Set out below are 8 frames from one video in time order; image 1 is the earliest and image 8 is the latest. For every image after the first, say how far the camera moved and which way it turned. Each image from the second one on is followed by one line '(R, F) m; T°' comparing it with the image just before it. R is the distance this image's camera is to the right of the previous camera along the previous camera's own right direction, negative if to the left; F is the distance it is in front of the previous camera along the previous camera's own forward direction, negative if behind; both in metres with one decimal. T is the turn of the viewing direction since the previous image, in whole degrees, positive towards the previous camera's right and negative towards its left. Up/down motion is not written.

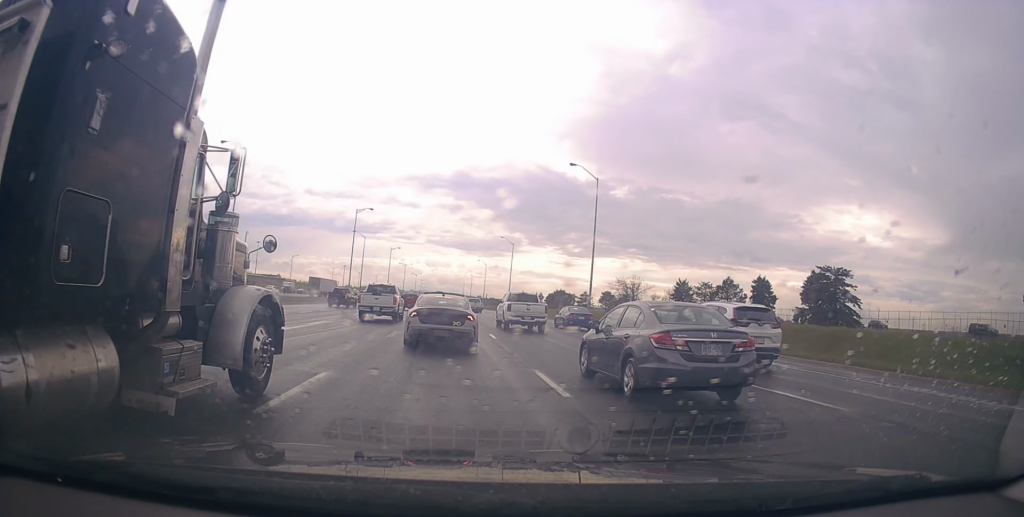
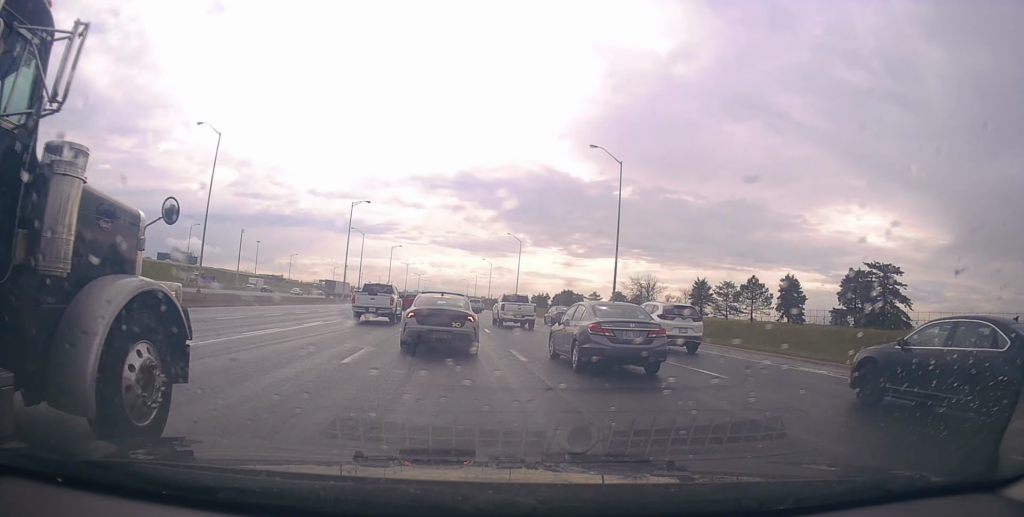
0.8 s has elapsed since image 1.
(0.0, +7.5) m; -2°
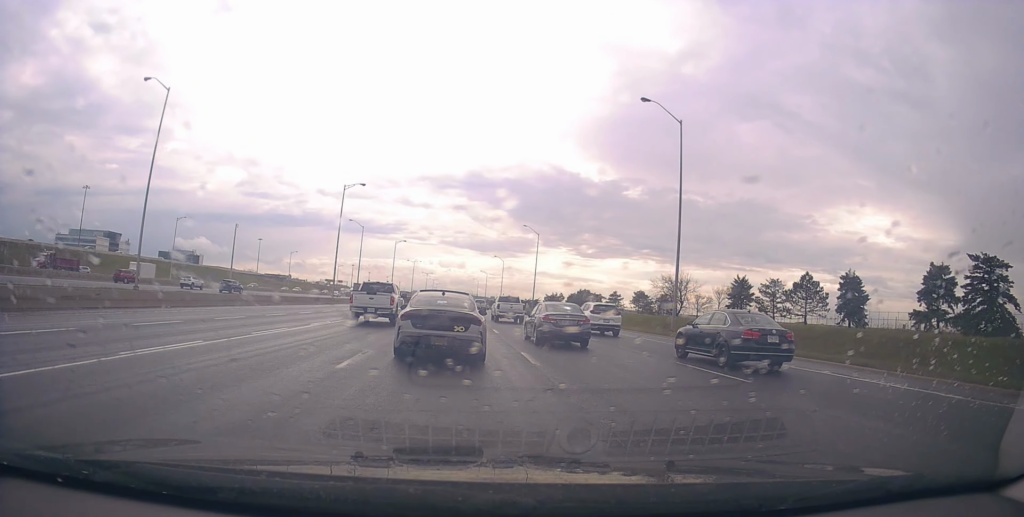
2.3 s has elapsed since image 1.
(-0.6, +13.0) m; 0°
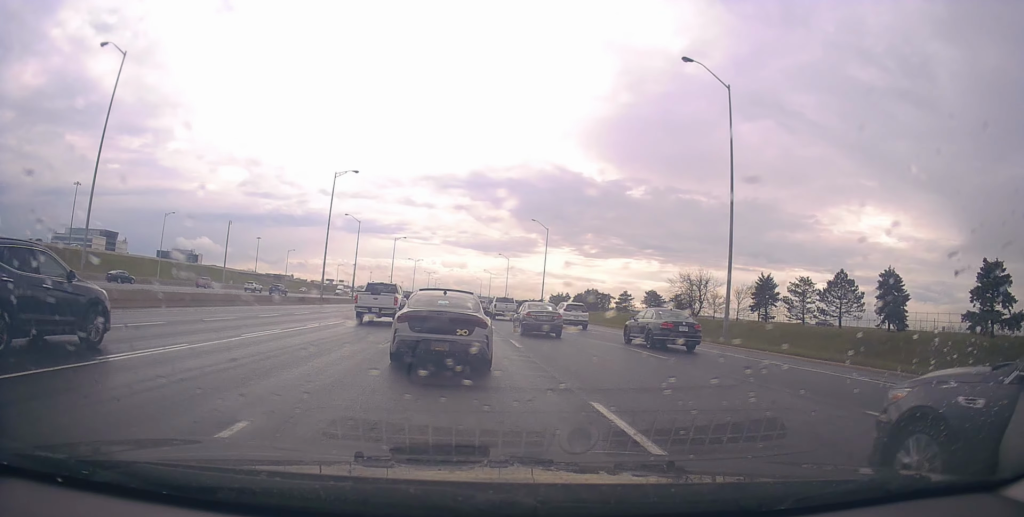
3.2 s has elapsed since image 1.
(+0.3, +7.6) m; +2°
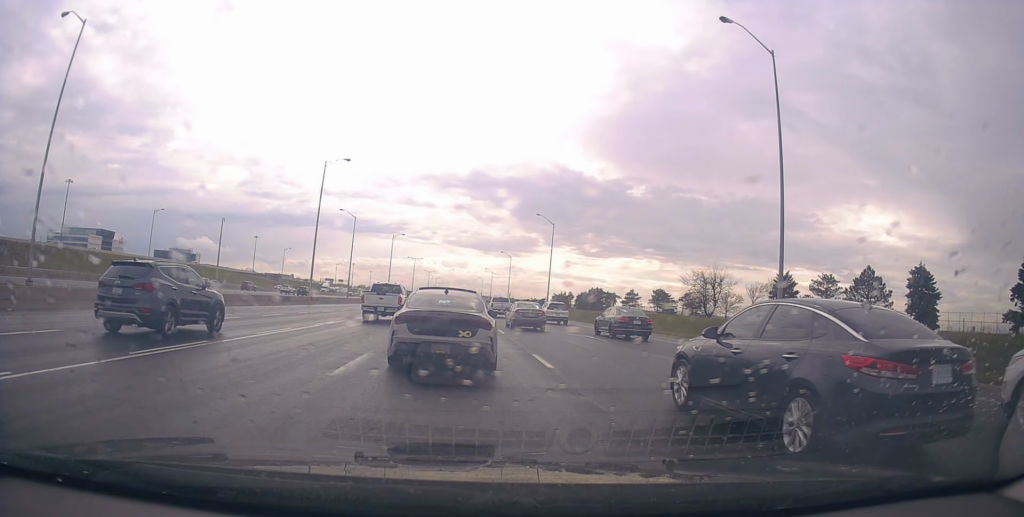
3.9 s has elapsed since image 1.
(+0.1, +5.7) m; 0°
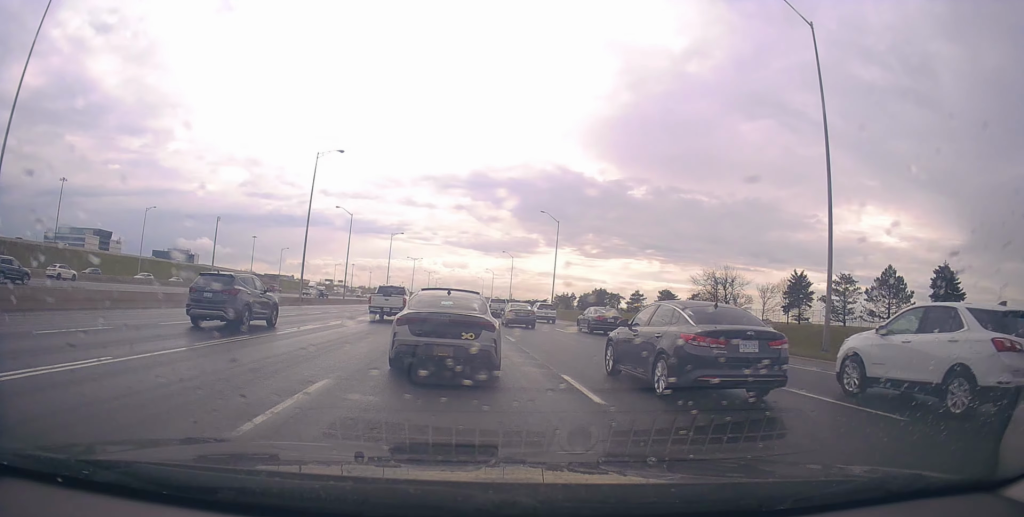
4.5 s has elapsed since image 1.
(-0.4, +4.0) m; 0°
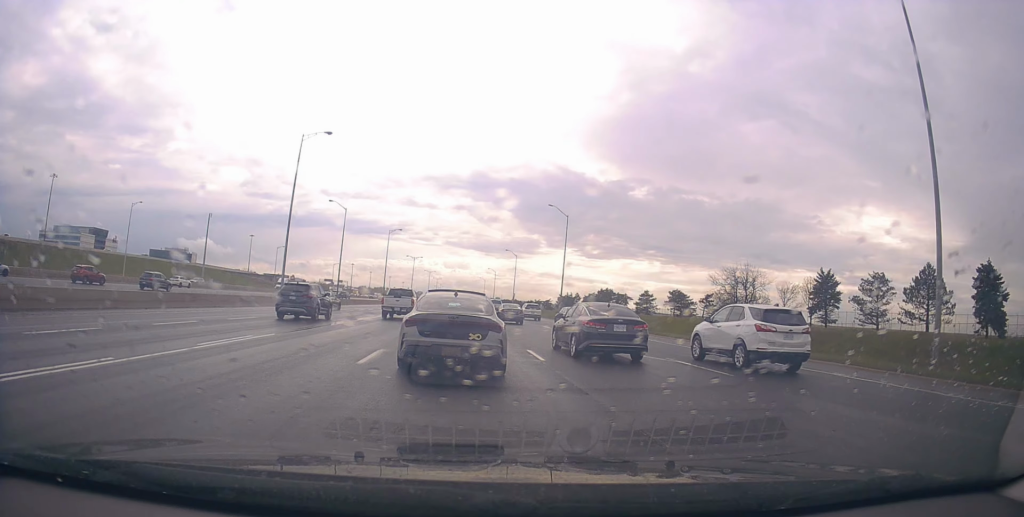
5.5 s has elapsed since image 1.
(+0.4, +6.7) m; -3°
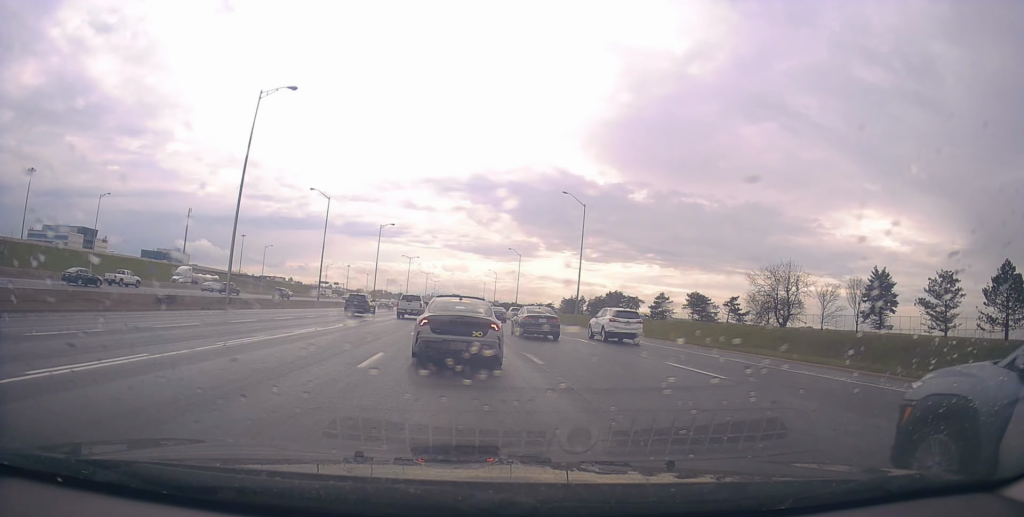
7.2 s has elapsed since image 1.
(-0.8, +12.0) m; +1°
